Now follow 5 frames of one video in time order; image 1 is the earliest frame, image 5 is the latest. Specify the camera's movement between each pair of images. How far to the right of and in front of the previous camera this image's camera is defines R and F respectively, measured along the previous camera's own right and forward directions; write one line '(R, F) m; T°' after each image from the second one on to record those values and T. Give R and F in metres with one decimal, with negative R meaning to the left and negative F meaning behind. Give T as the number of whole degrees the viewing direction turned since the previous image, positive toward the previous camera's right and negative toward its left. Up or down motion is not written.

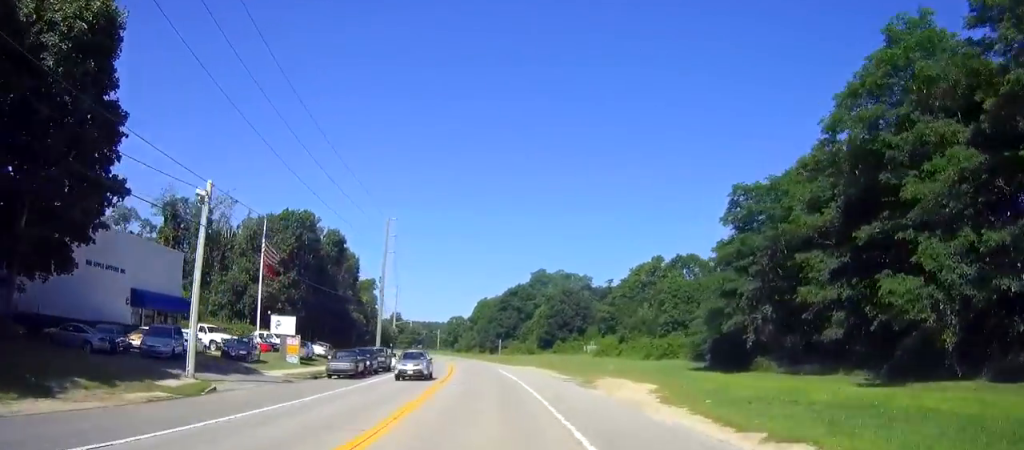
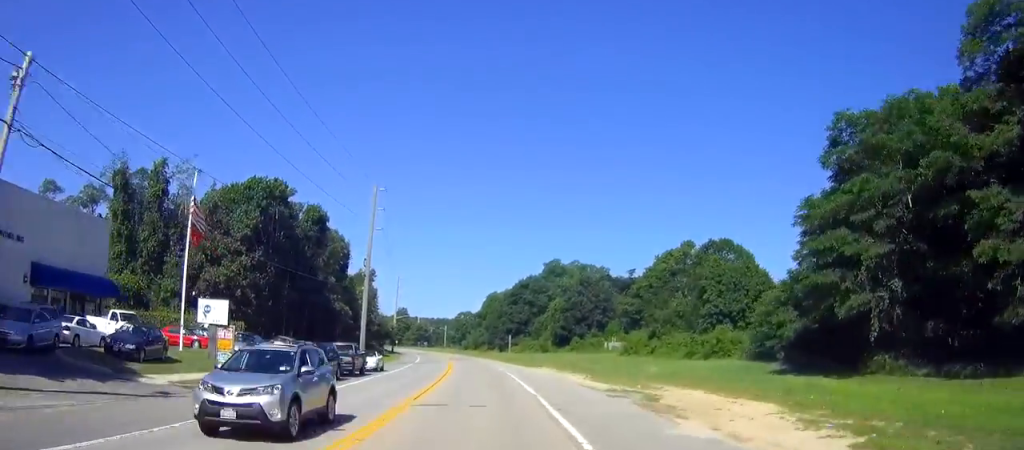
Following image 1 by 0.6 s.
(0.0, +13.4) m; -1°
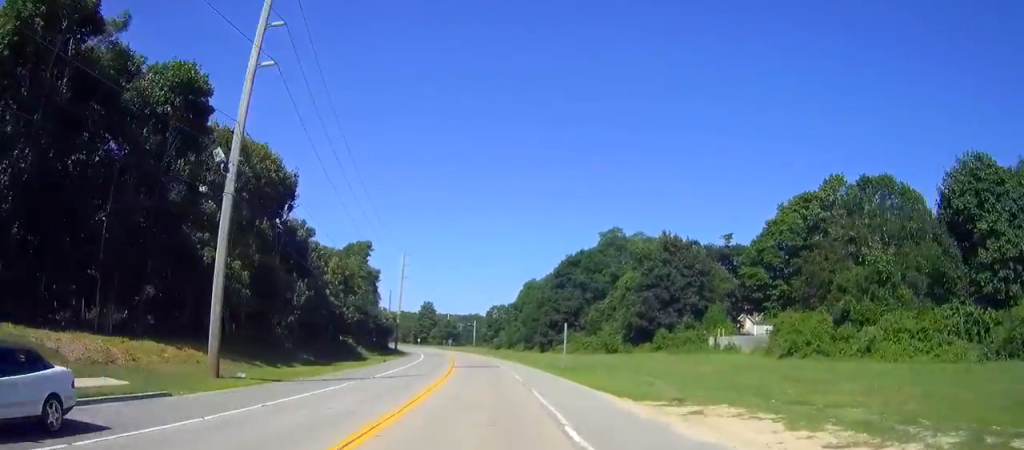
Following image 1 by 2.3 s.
(-1.5, +38.9) m; -4°
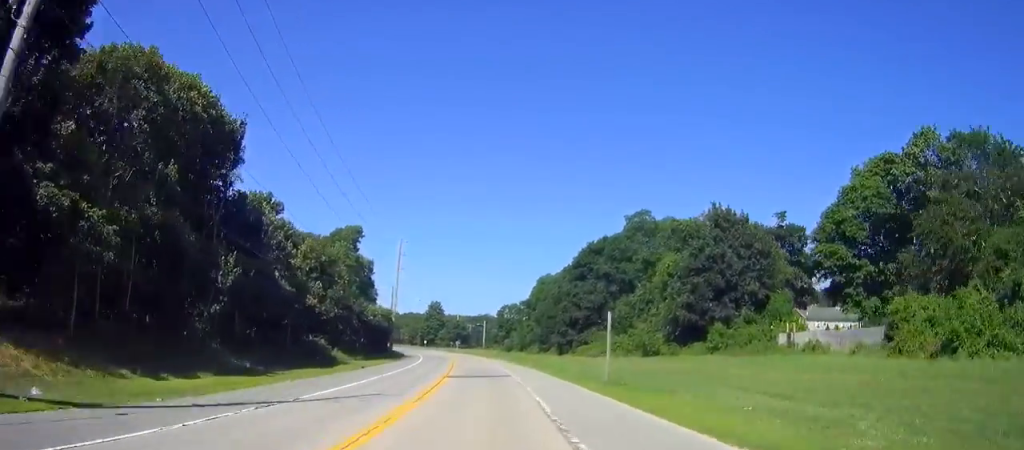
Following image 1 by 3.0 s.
(0.0, +15.1) m; -1°
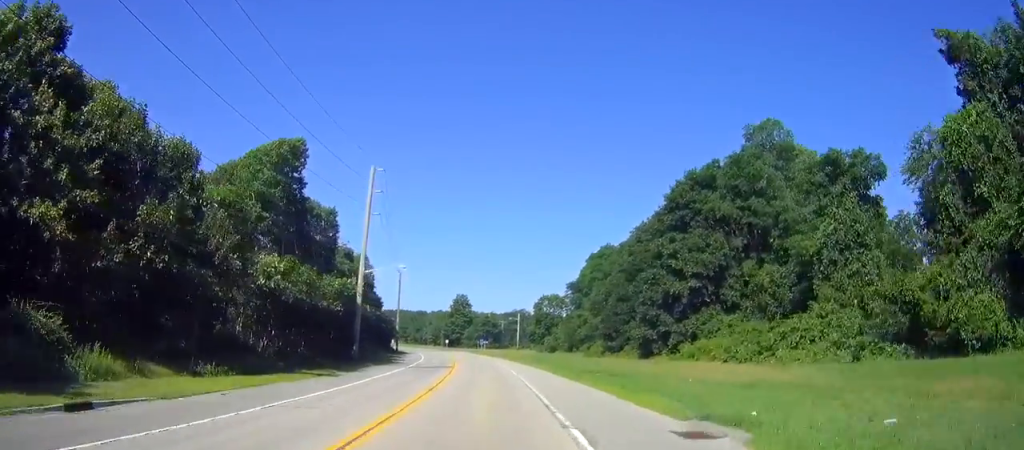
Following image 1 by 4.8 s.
(-1.0, +40.0) m; -3°
